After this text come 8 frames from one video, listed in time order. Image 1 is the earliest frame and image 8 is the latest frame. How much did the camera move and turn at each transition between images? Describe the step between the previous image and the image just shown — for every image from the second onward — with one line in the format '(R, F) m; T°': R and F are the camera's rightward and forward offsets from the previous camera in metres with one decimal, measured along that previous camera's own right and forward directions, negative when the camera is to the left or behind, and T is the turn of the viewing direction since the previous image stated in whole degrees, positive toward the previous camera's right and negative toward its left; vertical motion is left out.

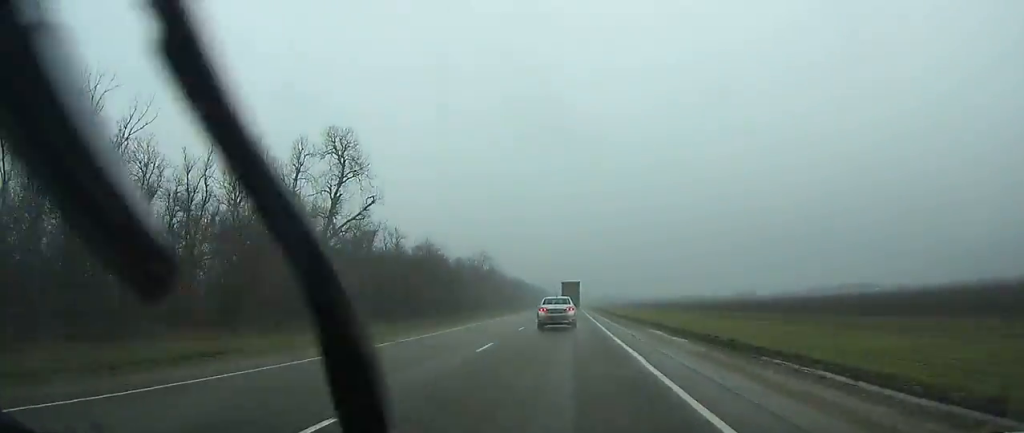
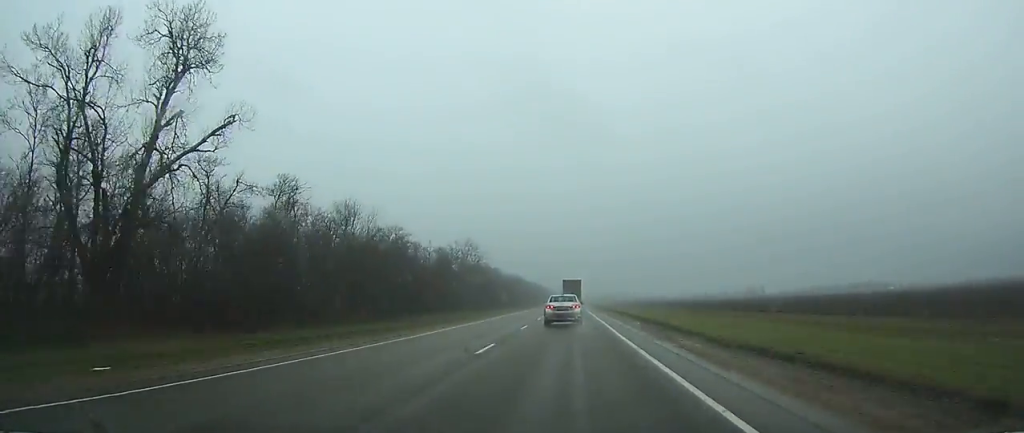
(-0.1, +37.3) m; 0°
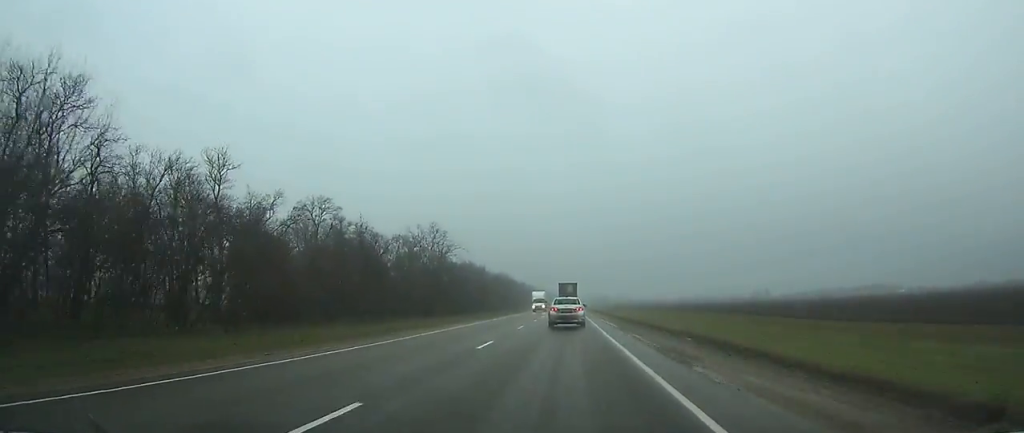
(+0.1, +46.0) m; 0°
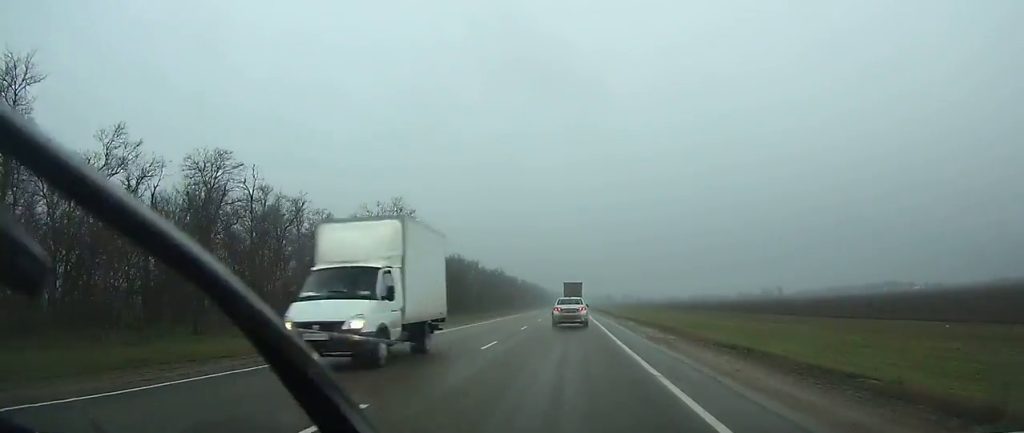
(-0.1, +36.2) m; 0°
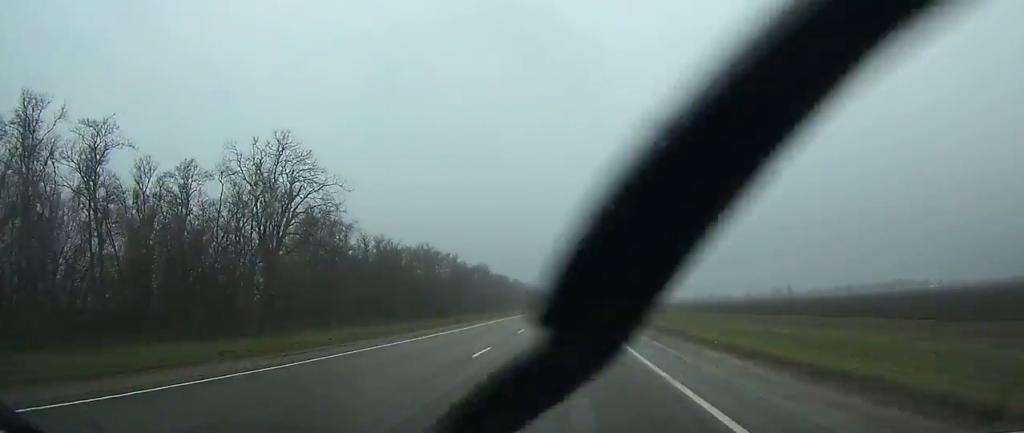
(-0.1, +50.1) m; 0°
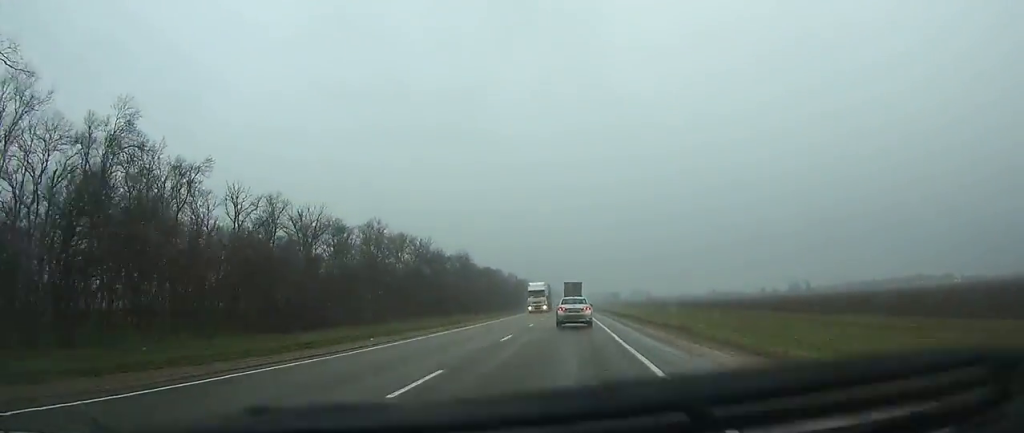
(+0.1, +54.1) m; 0°
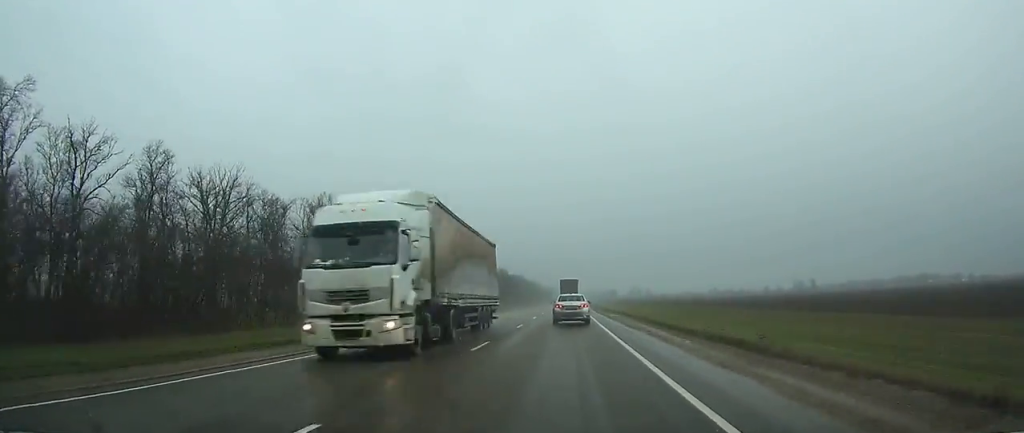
(0.0, +29.0) m; 0°
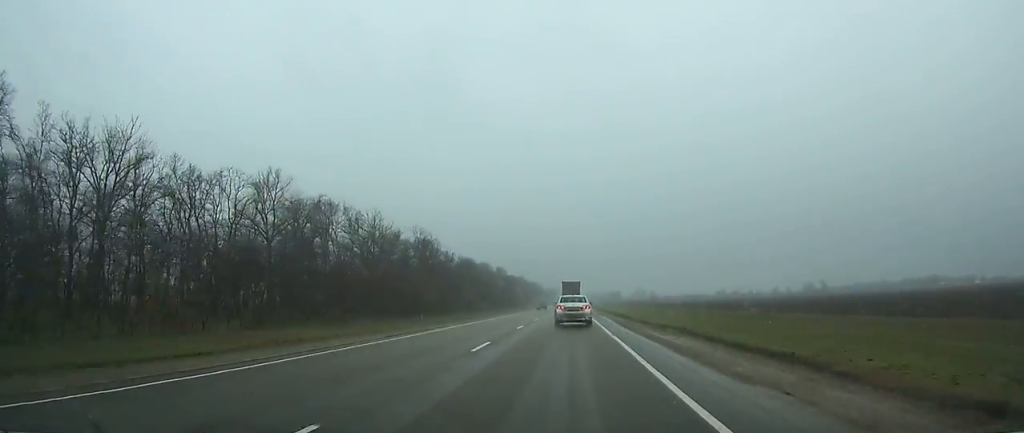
(0.0, +24.0) m; 0°
